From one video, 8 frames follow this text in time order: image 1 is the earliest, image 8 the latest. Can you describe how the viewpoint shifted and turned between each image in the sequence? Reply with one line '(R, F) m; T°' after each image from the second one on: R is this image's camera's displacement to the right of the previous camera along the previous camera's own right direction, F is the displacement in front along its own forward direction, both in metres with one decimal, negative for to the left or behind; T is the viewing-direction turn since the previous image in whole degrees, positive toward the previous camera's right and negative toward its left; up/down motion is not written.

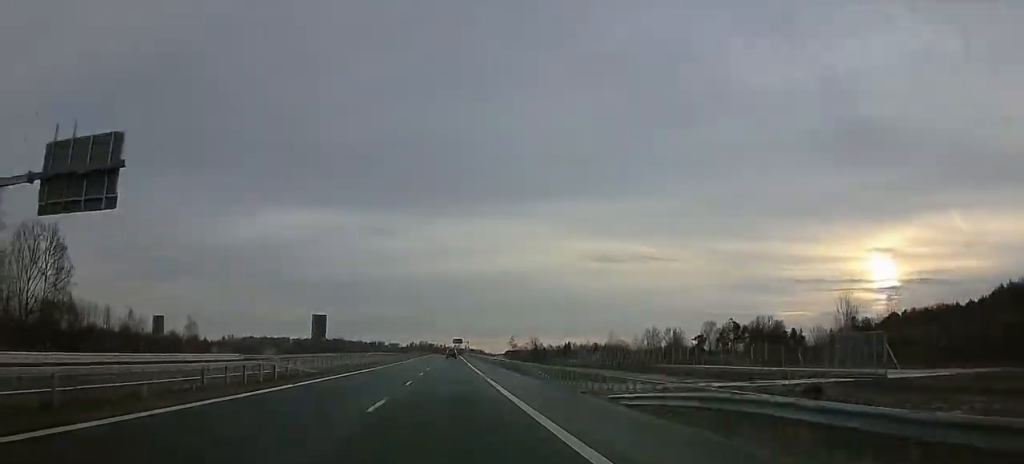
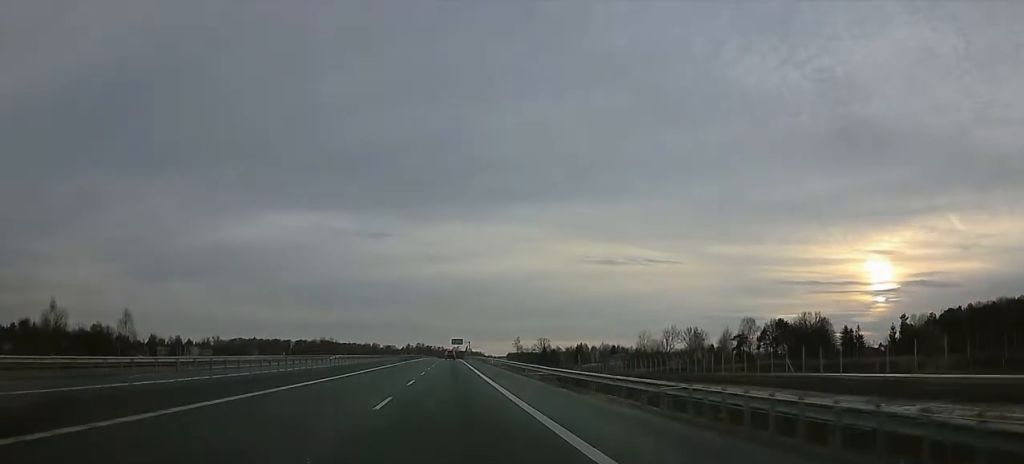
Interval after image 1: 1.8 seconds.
(0.0, +50.7) m; 0°
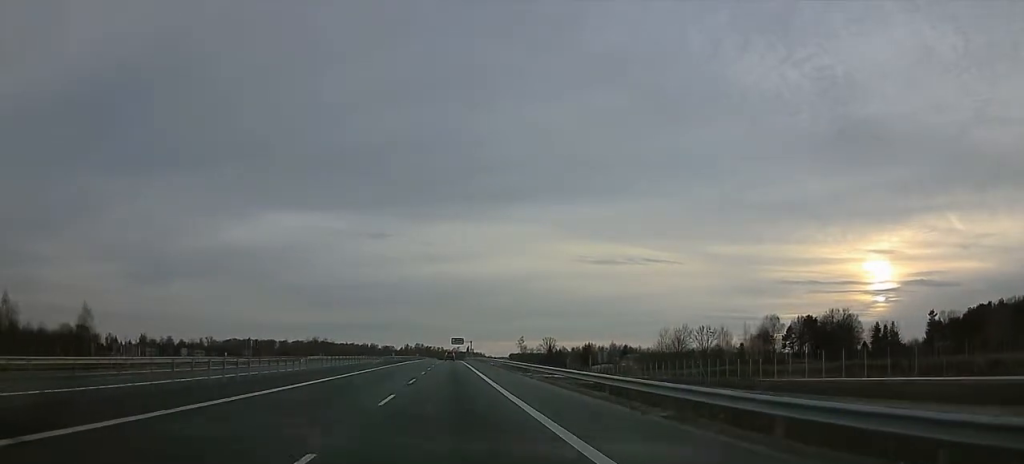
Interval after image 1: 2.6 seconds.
(0.0, +24.2) m; 0°
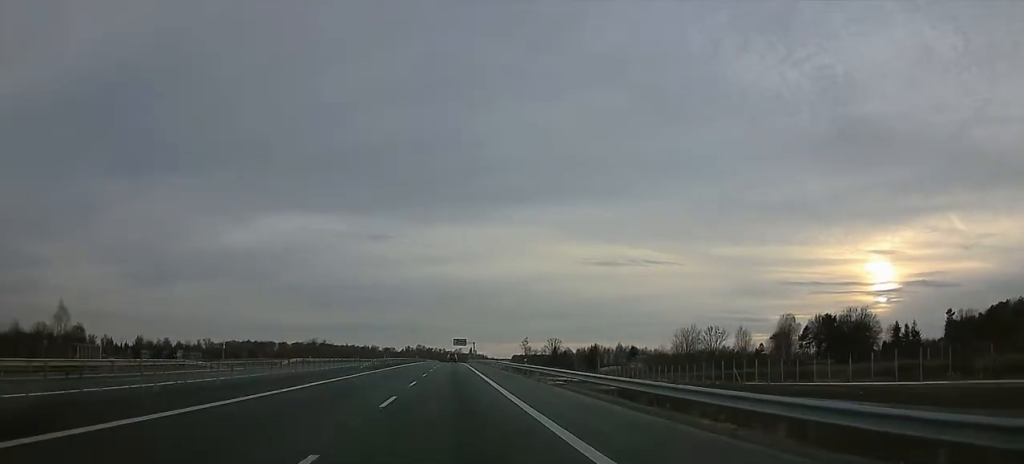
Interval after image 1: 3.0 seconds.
(0.0, +12.6) m; 0°
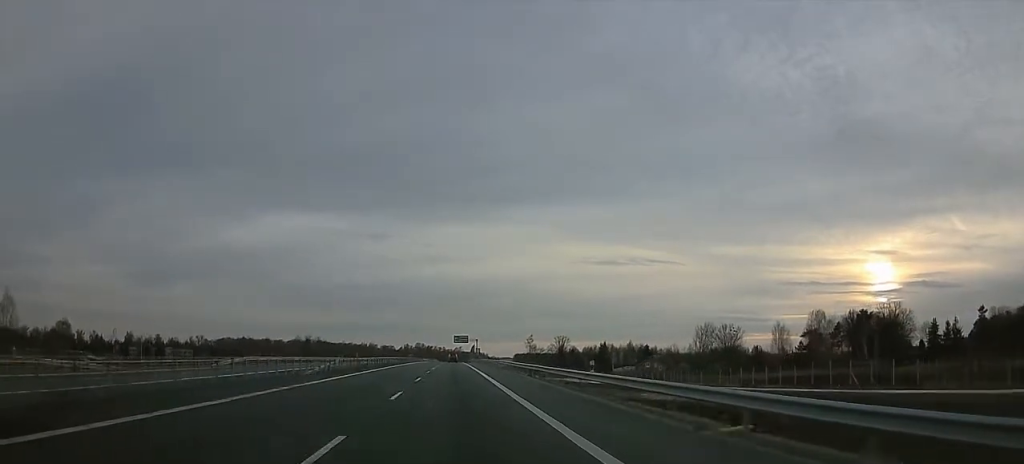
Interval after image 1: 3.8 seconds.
(0.0, +23.4) m; 0°
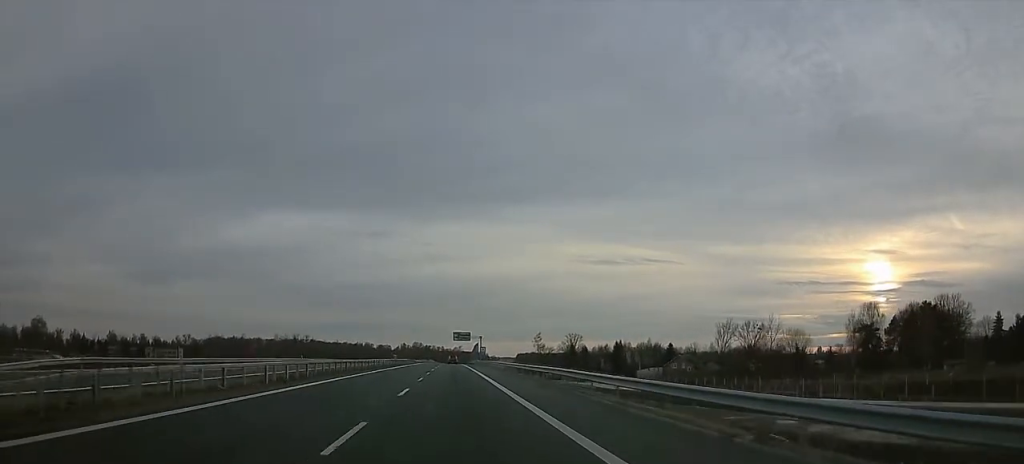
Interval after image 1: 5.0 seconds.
(0.0, +35.3) m; 0°
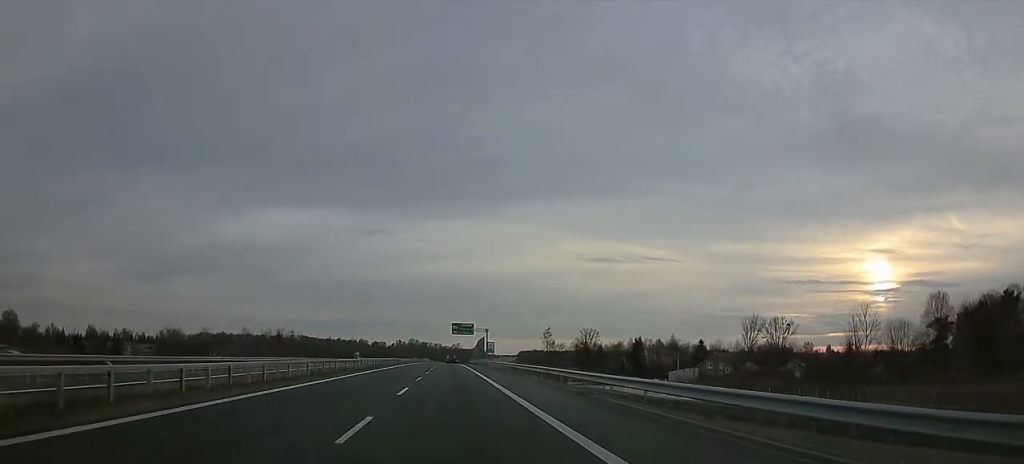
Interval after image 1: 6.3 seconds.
(0.0, +36.4) m; 0°
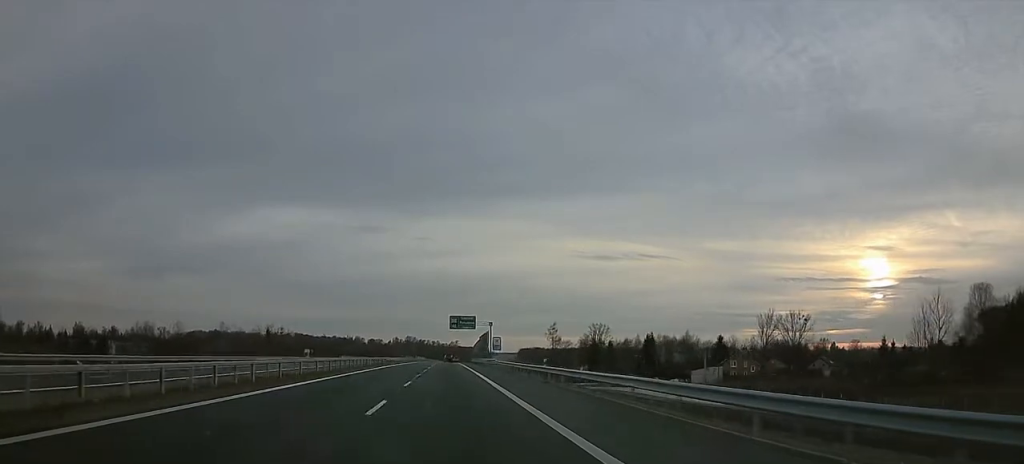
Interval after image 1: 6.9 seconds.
(0.0, +19.1) m; 0°
